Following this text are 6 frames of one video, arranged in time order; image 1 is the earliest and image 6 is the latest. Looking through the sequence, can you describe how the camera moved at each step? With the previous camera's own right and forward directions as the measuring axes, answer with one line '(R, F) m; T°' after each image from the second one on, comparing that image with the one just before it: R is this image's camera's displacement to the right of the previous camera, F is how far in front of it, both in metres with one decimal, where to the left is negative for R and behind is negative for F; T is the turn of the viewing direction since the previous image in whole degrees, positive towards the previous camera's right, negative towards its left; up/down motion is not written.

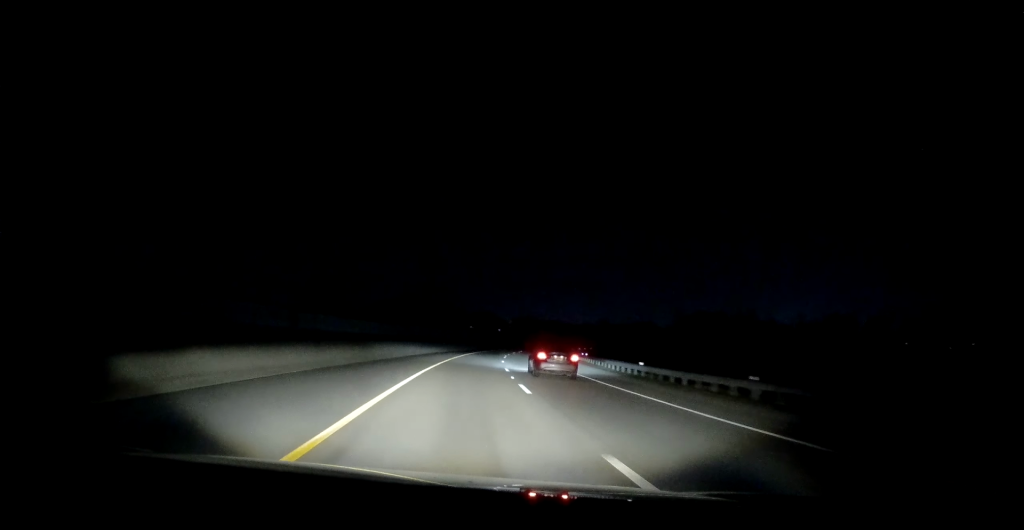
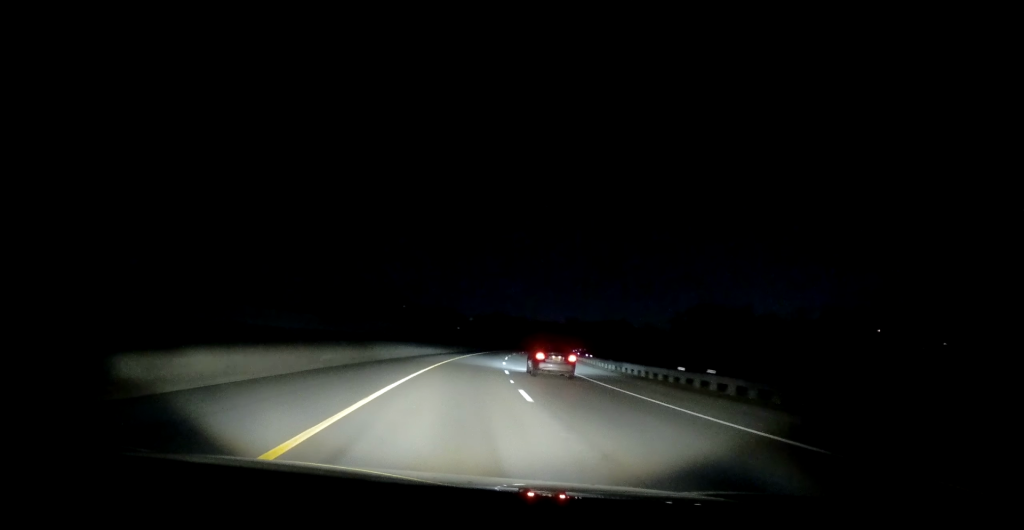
(+1.5, +38.0) m; +5°
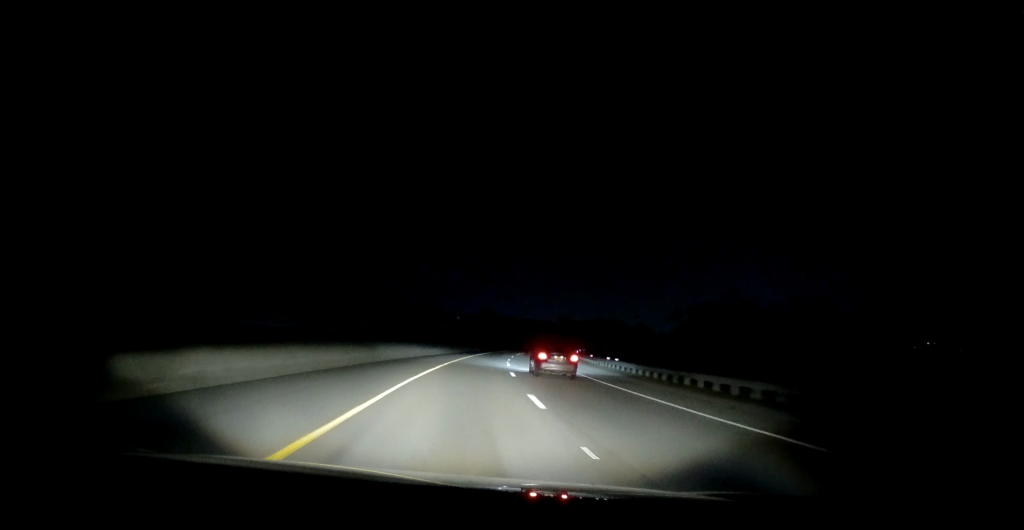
(+0.4, +13.5) m; +2°
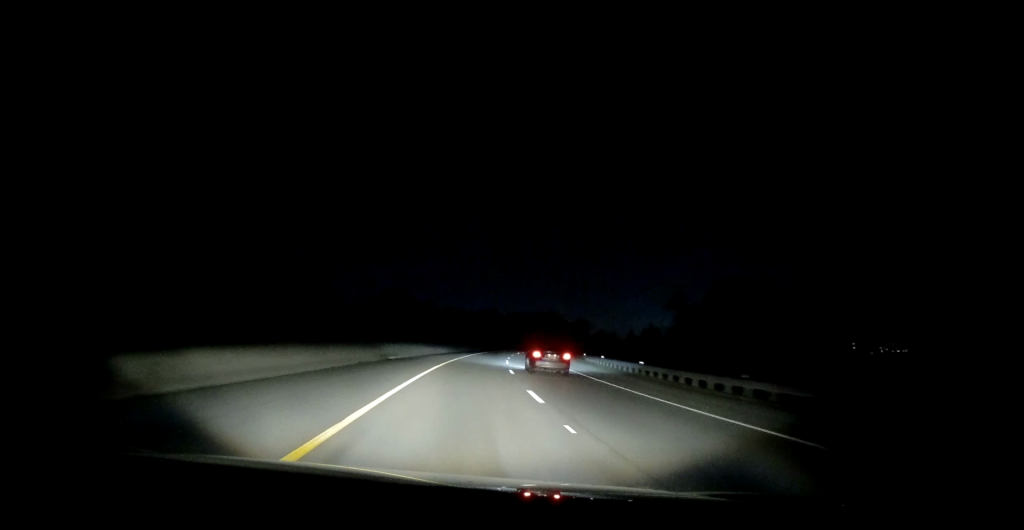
(+5.4, +70.3) m; +9°
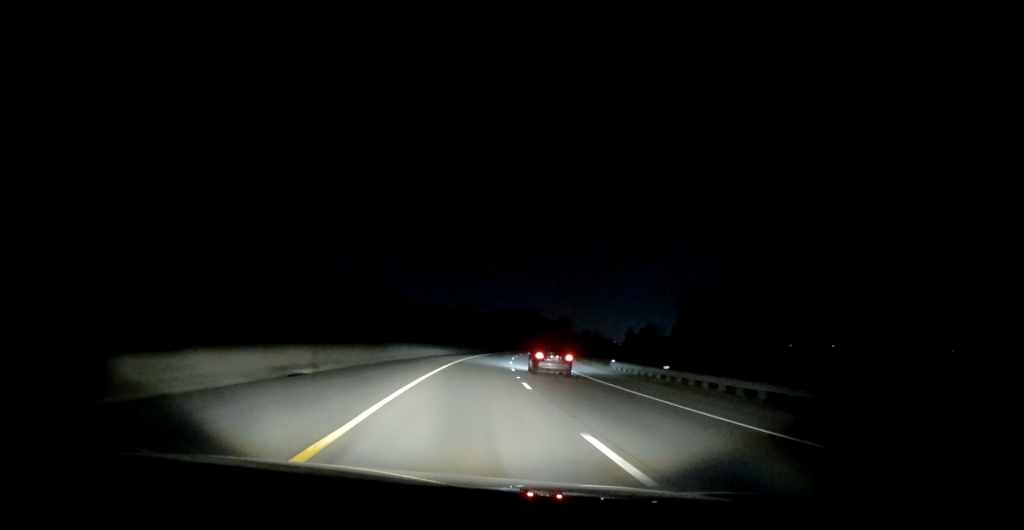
(+0.4, +20.9) m; +2°
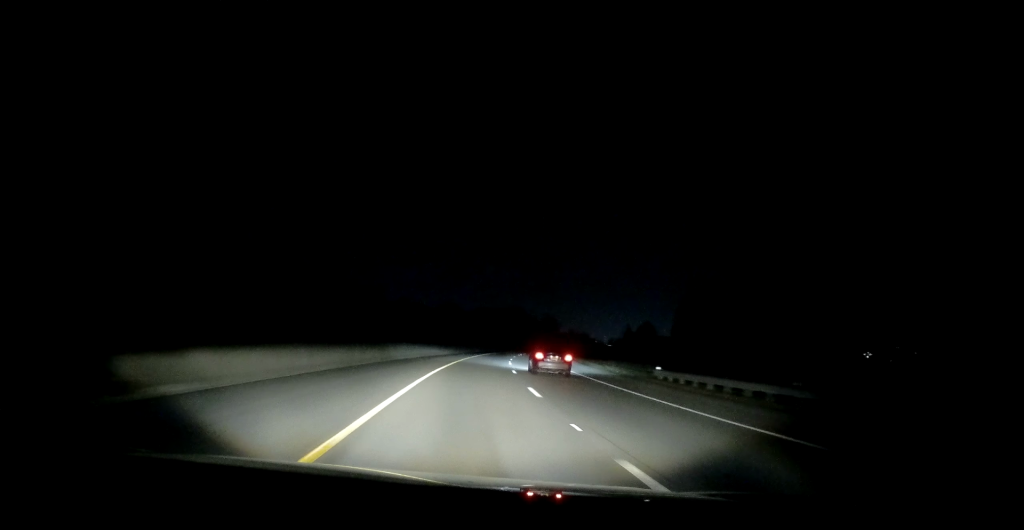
(-0.2, +14.2) m; +1°
